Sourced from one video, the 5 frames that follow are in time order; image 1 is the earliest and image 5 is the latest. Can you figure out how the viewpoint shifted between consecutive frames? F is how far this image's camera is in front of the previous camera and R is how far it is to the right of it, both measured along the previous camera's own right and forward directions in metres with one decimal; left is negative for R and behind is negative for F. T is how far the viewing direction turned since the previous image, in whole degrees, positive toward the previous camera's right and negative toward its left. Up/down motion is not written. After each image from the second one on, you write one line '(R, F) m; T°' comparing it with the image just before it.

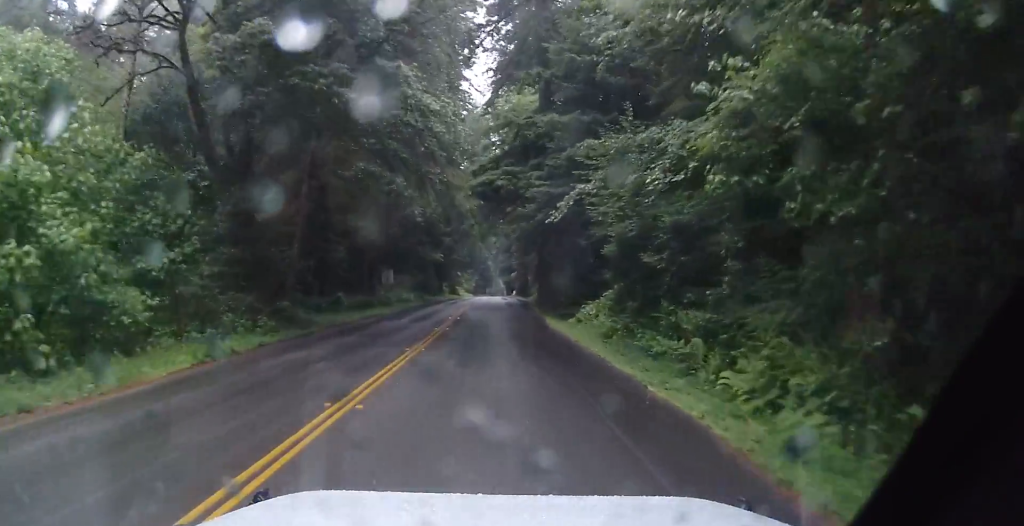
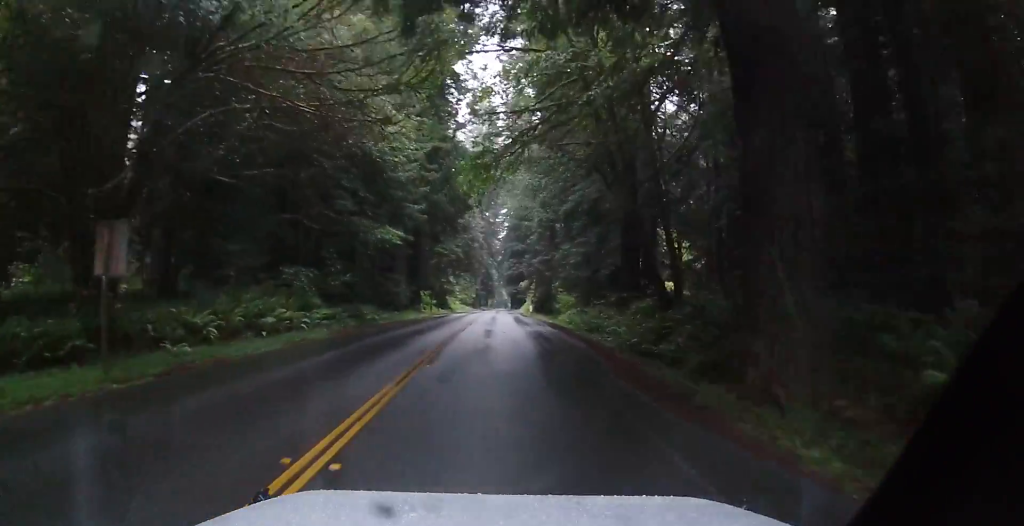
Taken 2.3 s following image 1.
(-0.3, +33.2) m; -2°
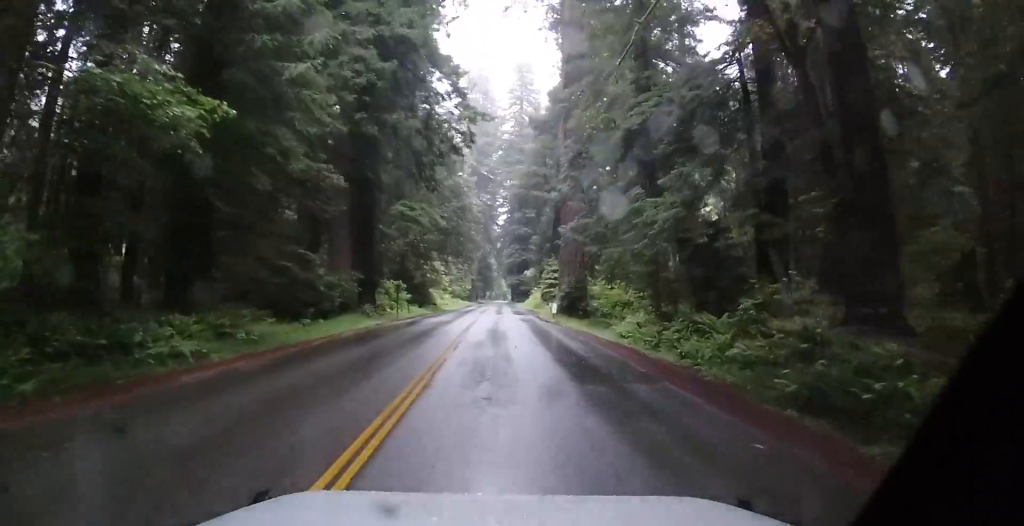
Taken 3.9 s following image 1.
(+0.3, +23.0) m; 0°
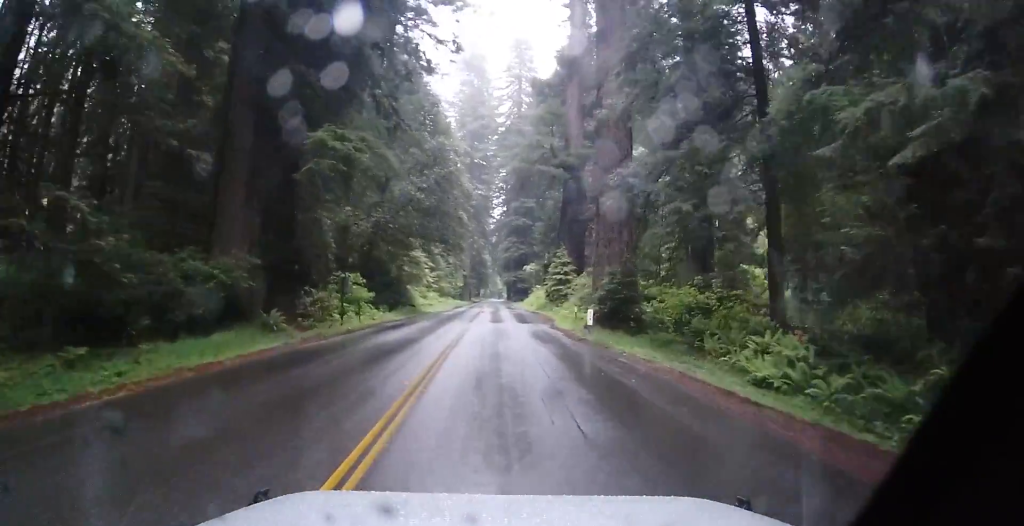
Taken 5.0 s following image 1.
(-0.1, +15.1) m; -2°
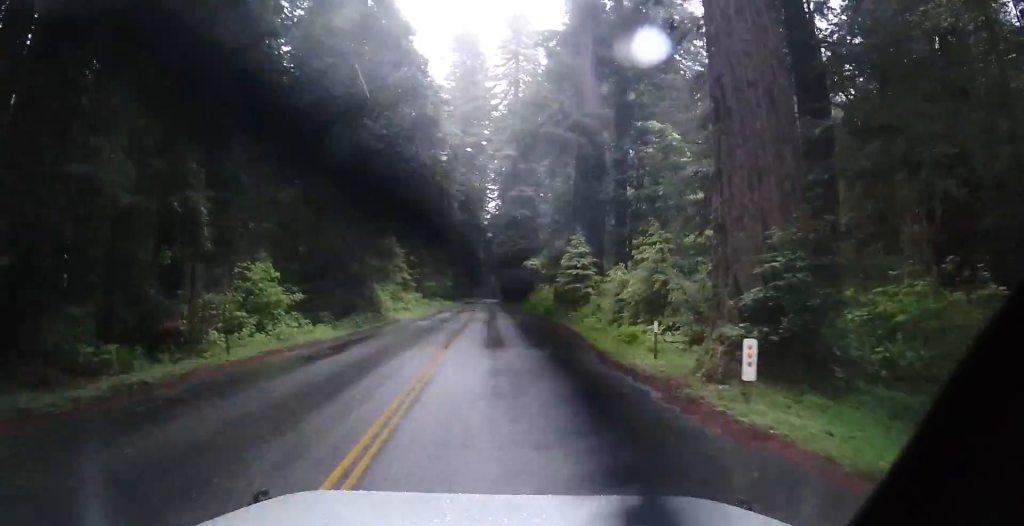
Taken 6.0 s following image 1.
(-0.3, +14.9) m; -1°
